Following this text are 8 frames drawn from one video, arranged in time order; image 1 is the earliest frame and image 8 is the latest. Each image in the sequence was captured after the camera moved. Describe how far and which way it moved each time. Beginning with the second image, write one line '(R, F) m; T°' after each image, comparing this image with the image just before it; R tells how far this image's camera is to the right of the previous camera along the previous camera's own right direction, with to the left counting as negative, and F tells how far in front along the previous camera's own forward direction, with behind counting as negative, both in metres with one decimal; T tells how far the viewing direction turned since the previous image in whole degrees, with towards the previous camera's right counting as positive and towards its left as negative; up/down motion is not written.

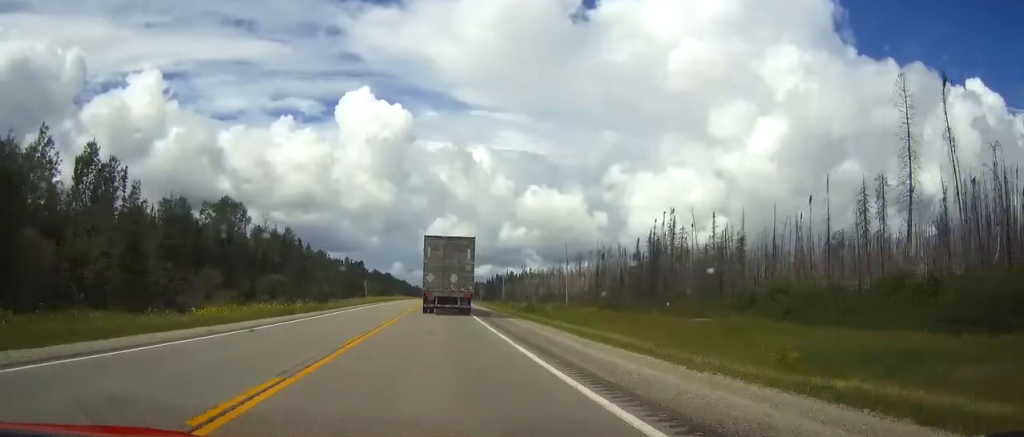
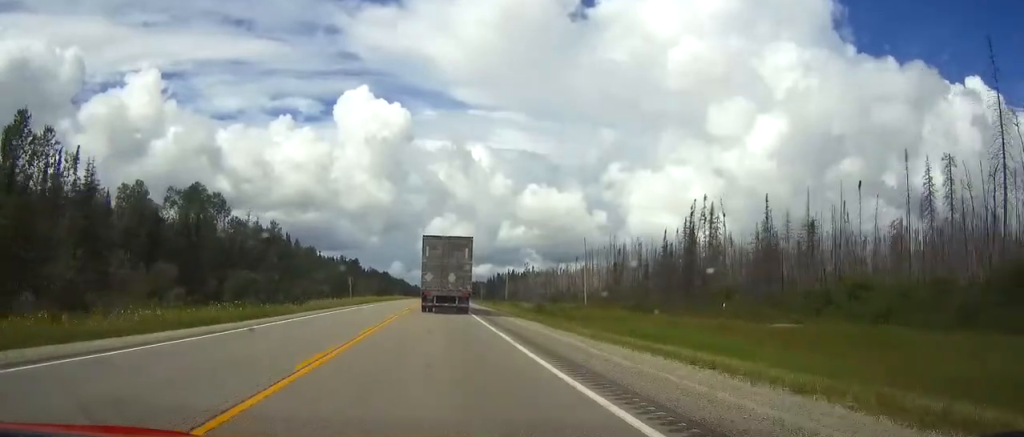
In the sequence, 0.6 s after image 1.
(0.0, +15.5) m; 0°
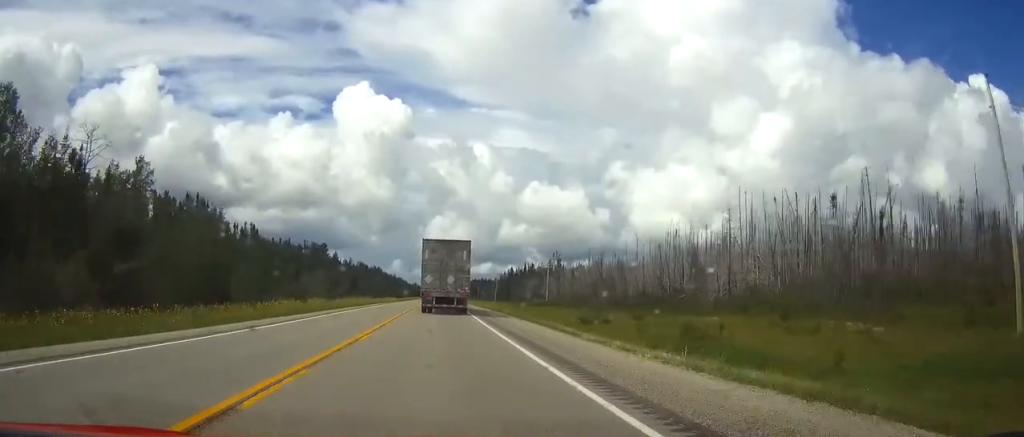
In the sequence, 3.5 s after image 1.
(-0.1, +80.0) m; 0°
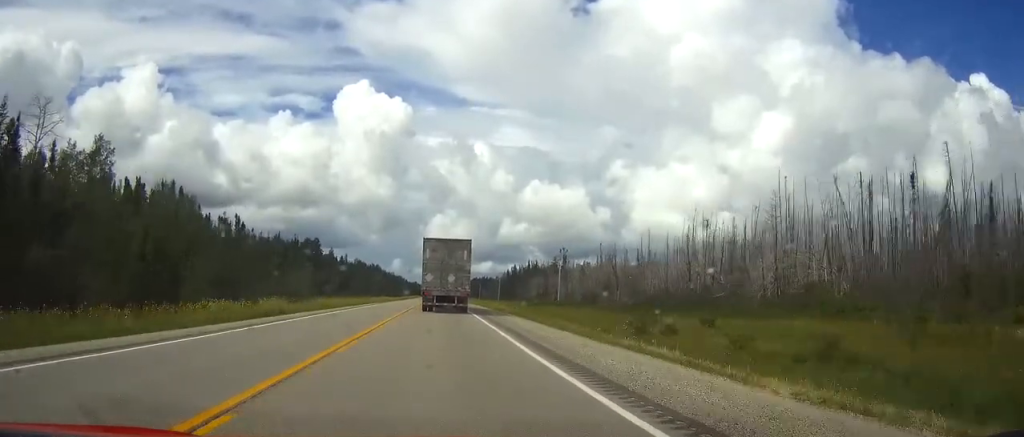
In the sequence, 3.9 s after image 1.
(0.0, +13.0) m; 0°
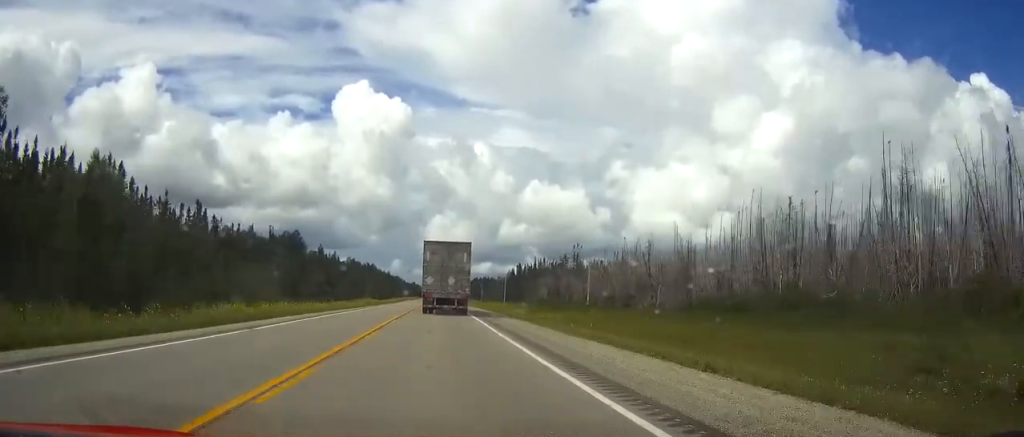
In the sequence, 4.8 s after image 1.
(0.0, +25.2) m; 0°
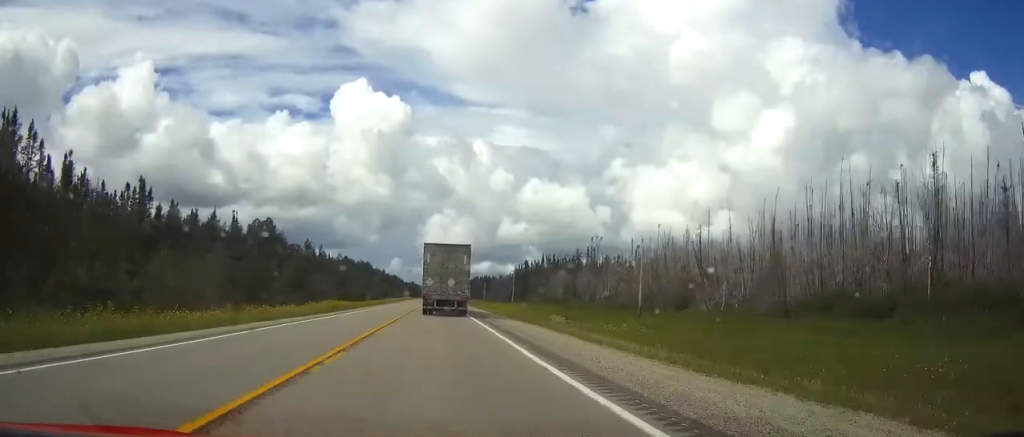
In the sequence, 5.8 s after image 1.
(0.0, +26.3) m; 0°
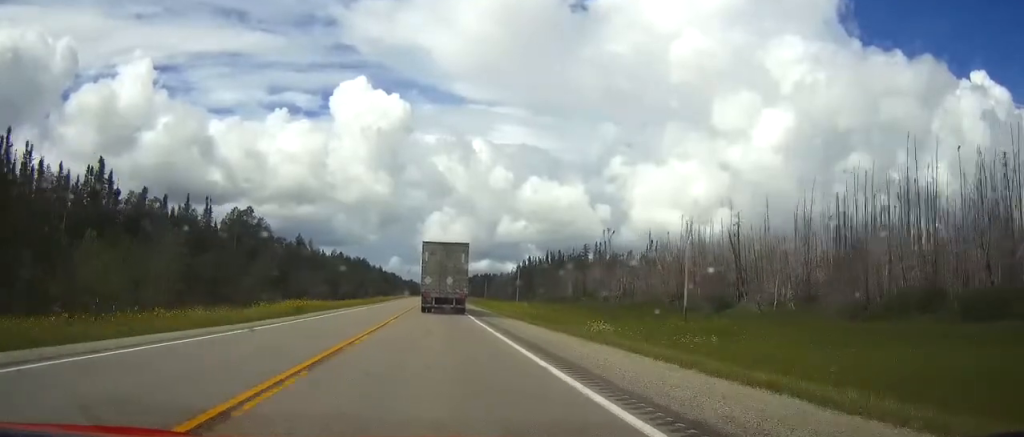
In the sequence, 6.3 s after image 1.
(0.0, +14.1) m; 0°
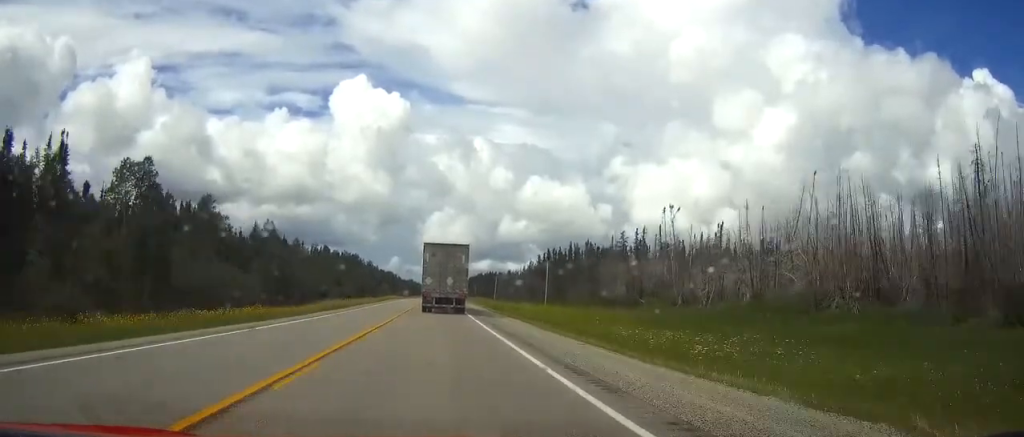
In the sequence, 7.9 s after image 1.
(0.0, +46.4) m; 0°
